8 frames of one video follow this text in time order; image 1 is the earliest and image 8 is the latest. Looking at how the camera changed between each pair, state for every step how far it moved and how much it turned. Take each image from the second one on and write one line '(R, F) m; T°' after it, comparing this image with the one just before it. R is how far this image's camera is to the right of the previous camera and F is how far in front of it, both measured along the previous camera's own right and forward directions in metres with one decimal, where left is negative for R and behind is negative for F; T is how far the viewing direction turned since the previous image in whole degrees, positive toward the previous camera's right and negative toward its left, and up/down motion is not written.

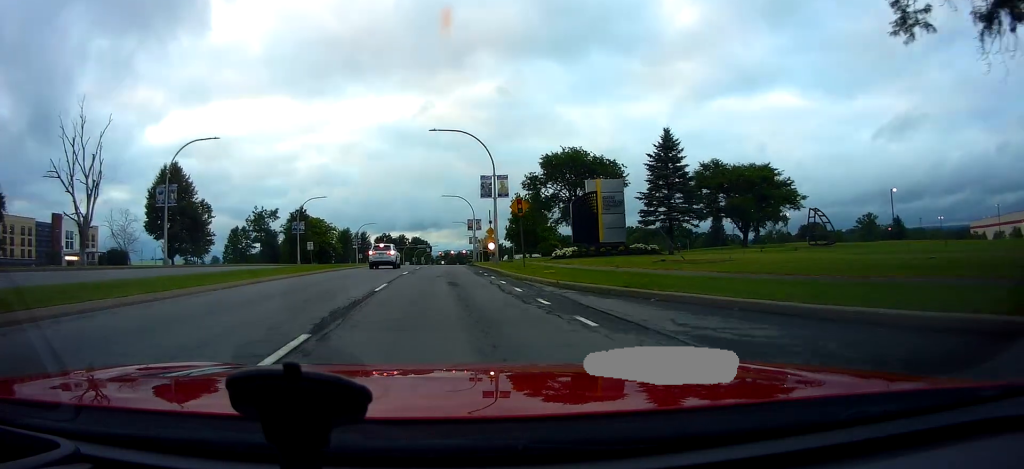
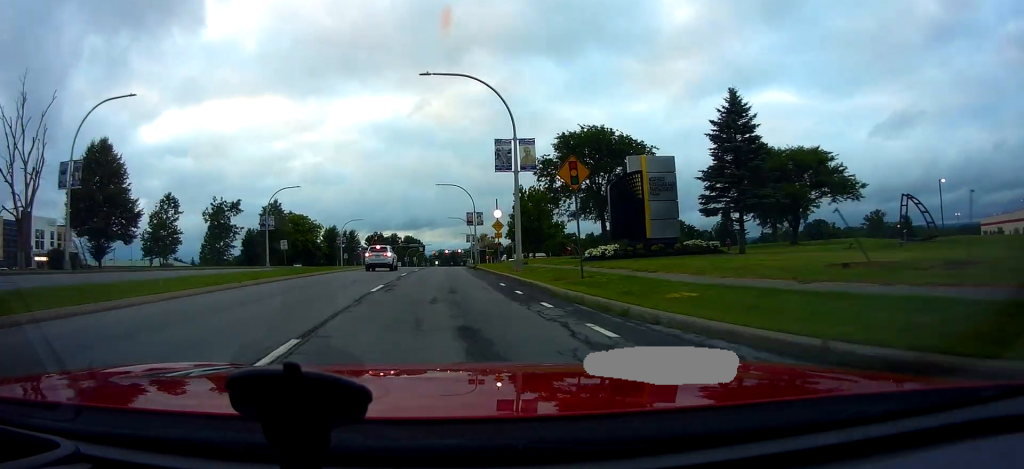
(+0.2, +10.9) m; +1°
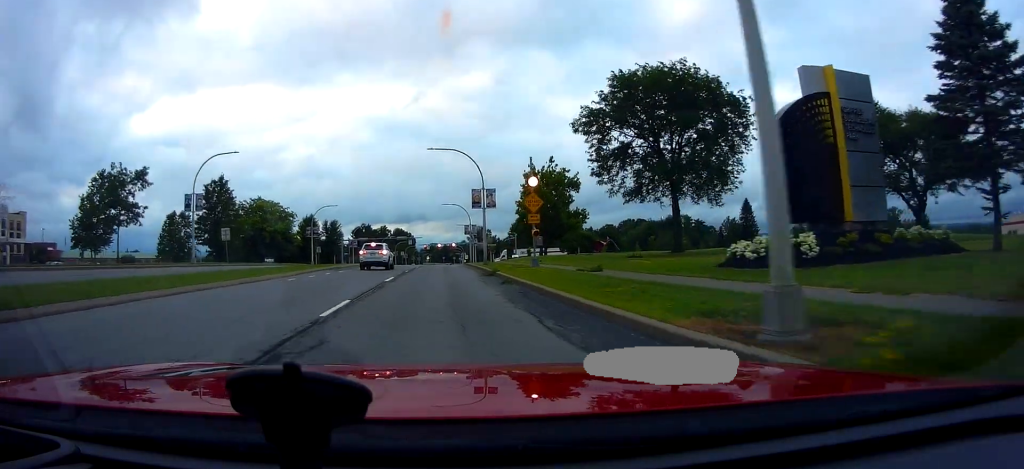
(0.0, +16.4) m; 0°
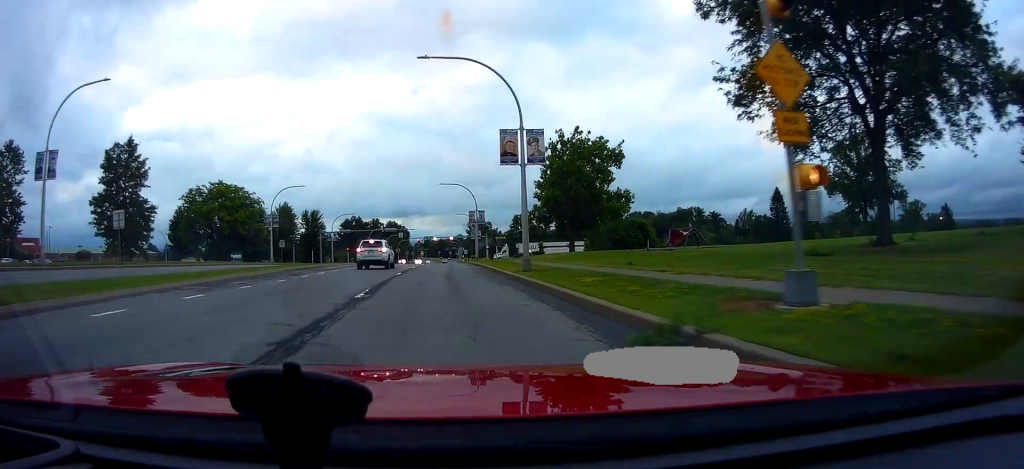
(0.0, +16.5) m; 0°
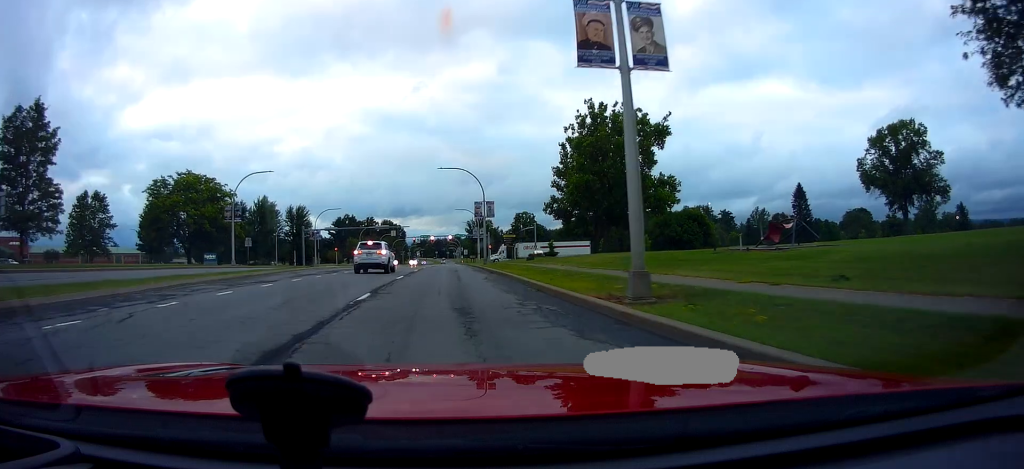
(+0.1, +25.1) m; +2°
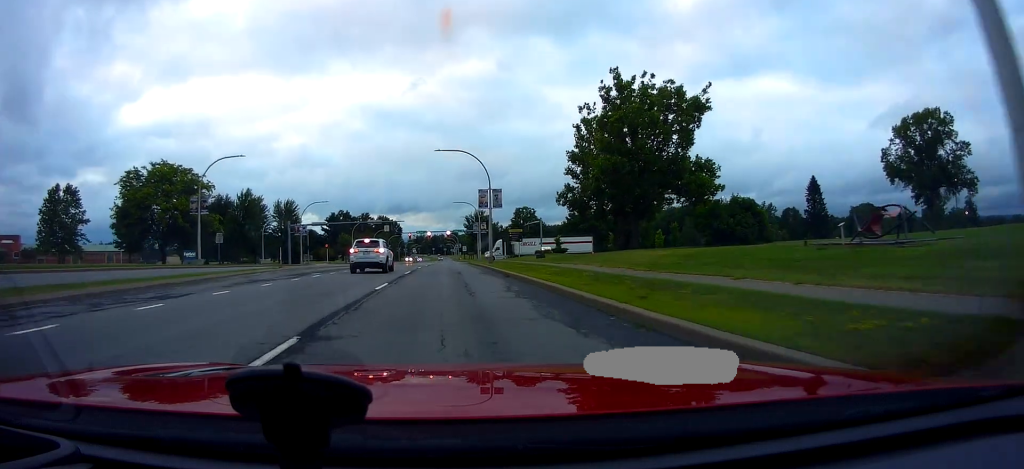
(0.0, +7.2) m; +1°
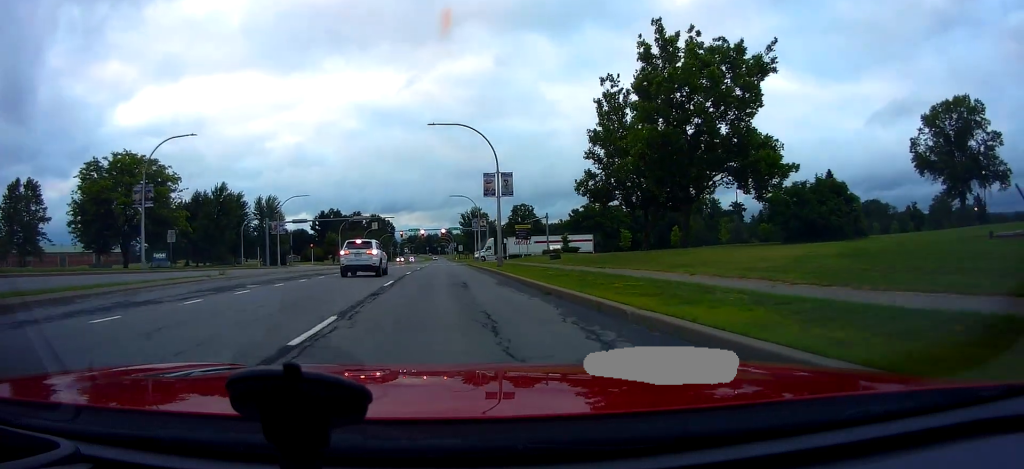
(+0.4, +8.8) m; 0°
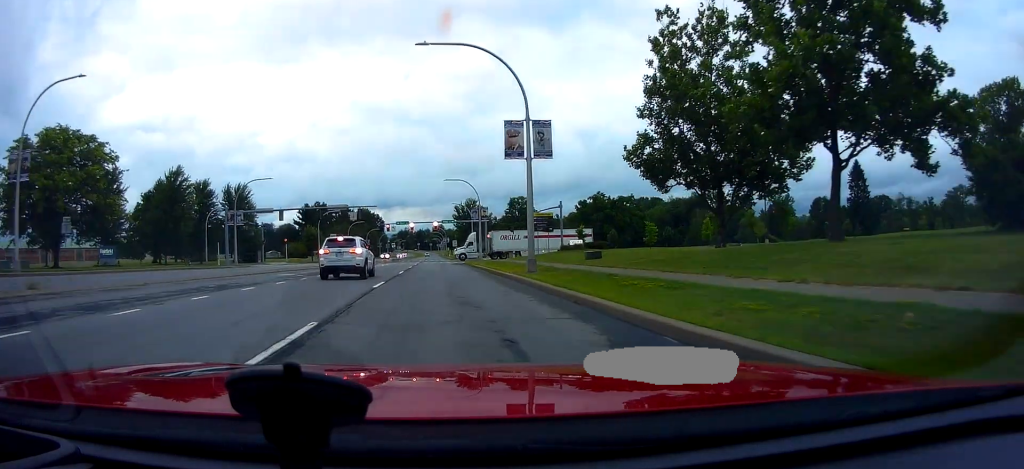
(-0.5, +13.1) m; -2°
